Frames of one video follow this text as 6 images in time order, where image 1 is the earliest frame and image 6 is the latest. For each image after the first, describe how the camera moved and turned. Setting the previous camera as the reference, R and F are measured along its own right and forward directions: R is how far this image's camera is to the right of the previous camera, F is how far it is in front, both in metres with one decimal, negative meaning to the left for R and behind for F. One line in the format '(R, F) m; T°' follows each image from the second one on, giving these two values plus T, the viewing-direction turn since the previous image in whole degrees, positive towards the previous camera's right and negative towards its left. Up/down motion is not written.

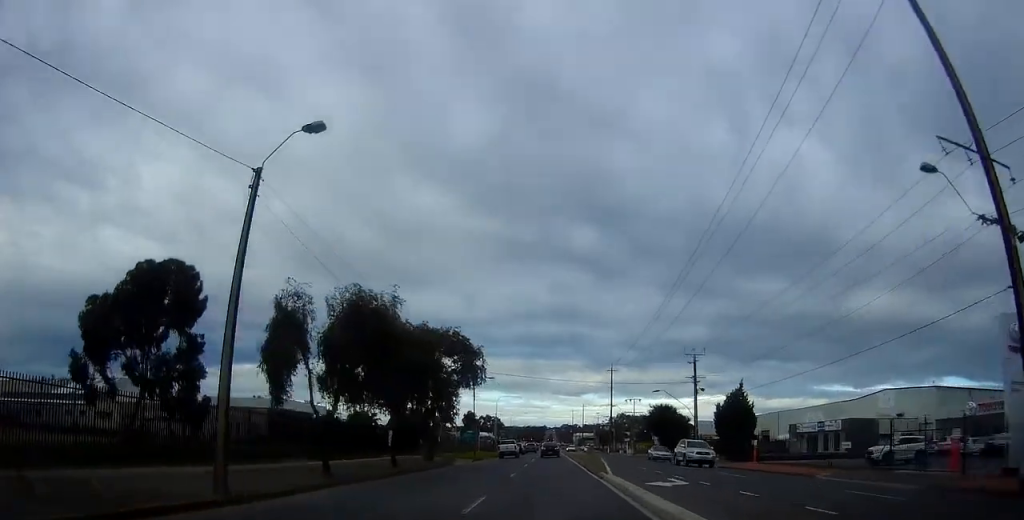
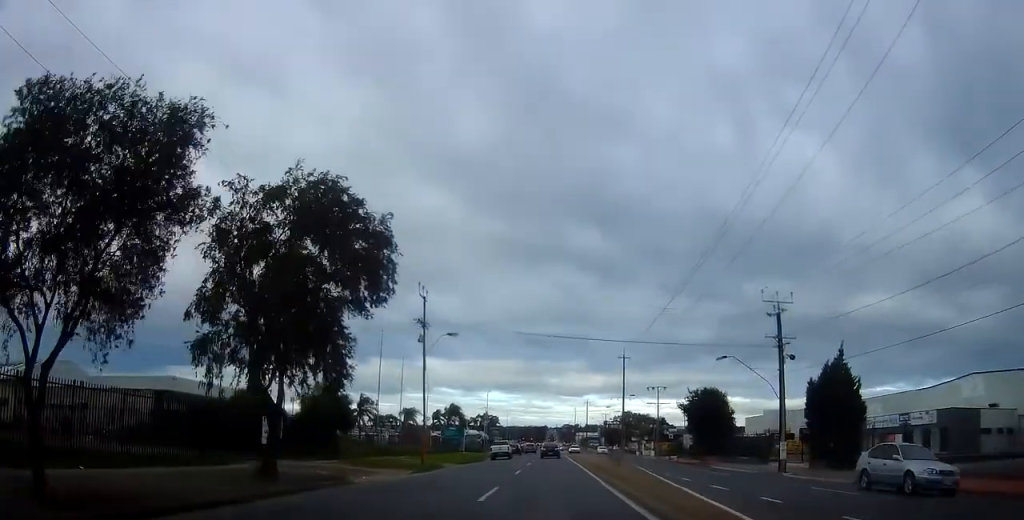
(-0.6, +20.8) m; -2°
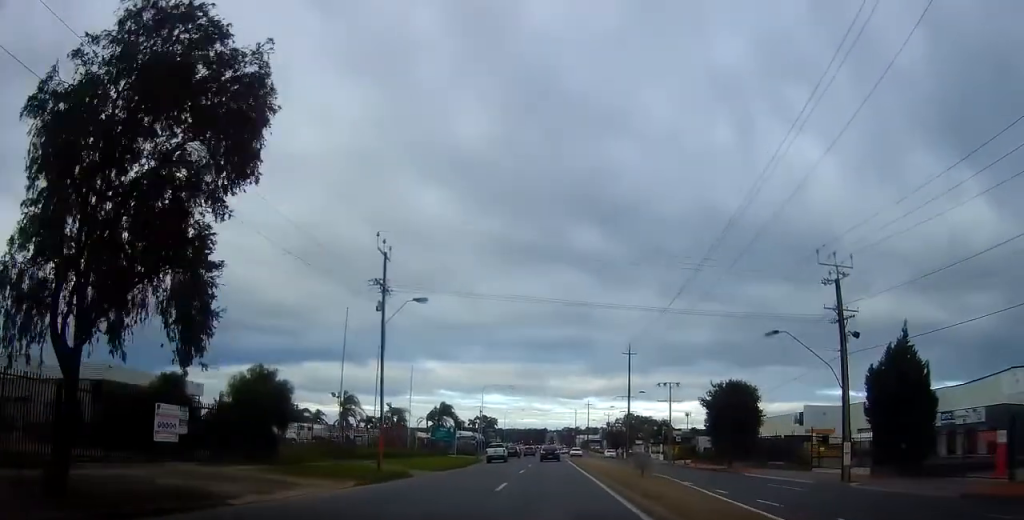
(0.0, +8.0) m; 0°
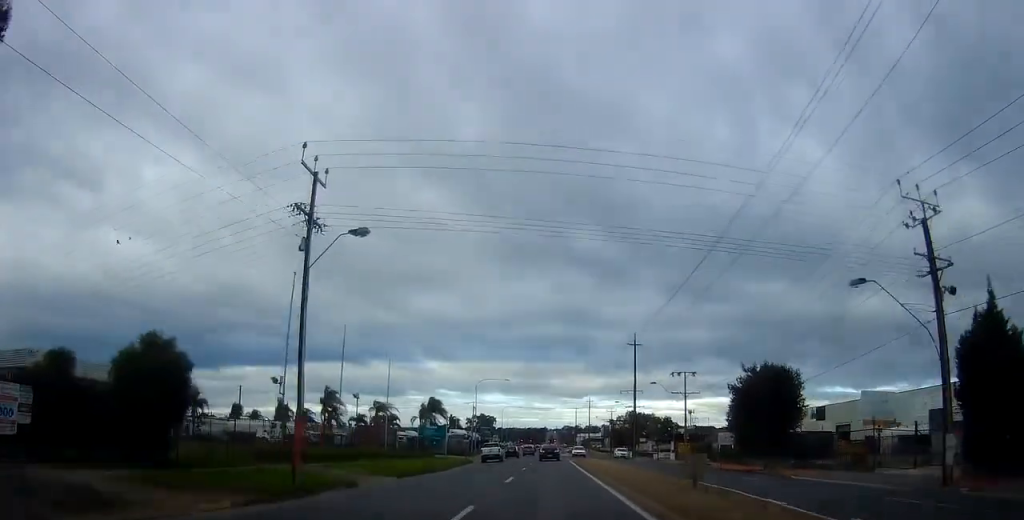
(0.0, +8.1) m; +1°
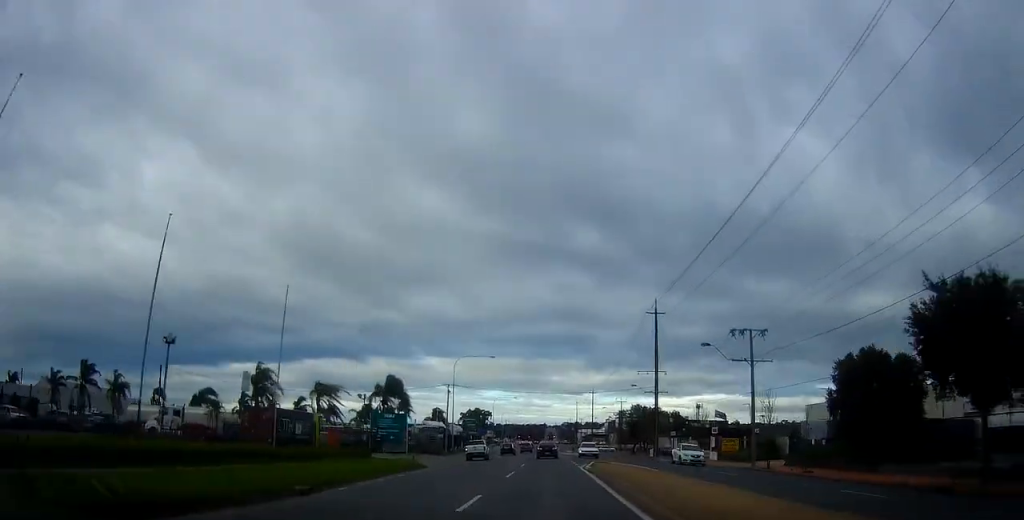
(+0.5, +21.0) m; +1°
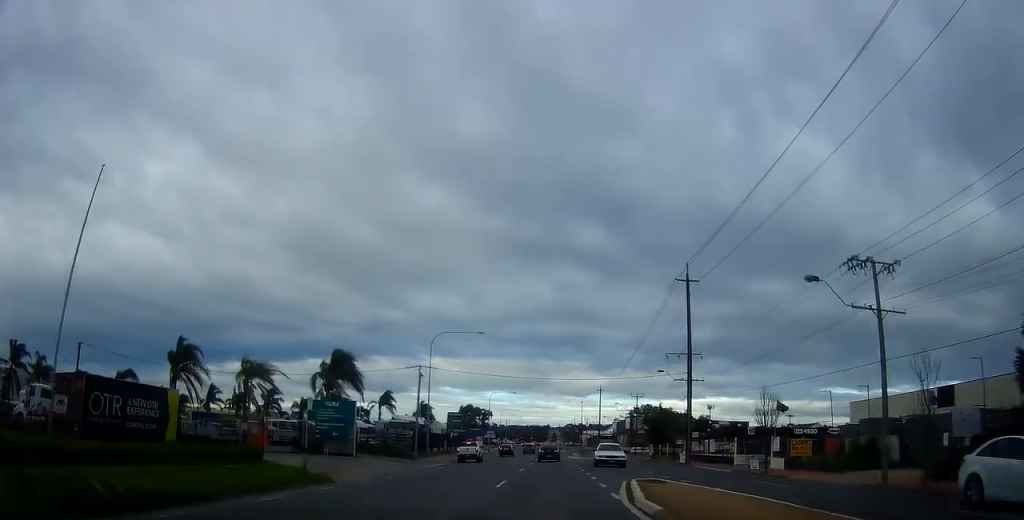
(-0.3, +16.5) m; -2°
